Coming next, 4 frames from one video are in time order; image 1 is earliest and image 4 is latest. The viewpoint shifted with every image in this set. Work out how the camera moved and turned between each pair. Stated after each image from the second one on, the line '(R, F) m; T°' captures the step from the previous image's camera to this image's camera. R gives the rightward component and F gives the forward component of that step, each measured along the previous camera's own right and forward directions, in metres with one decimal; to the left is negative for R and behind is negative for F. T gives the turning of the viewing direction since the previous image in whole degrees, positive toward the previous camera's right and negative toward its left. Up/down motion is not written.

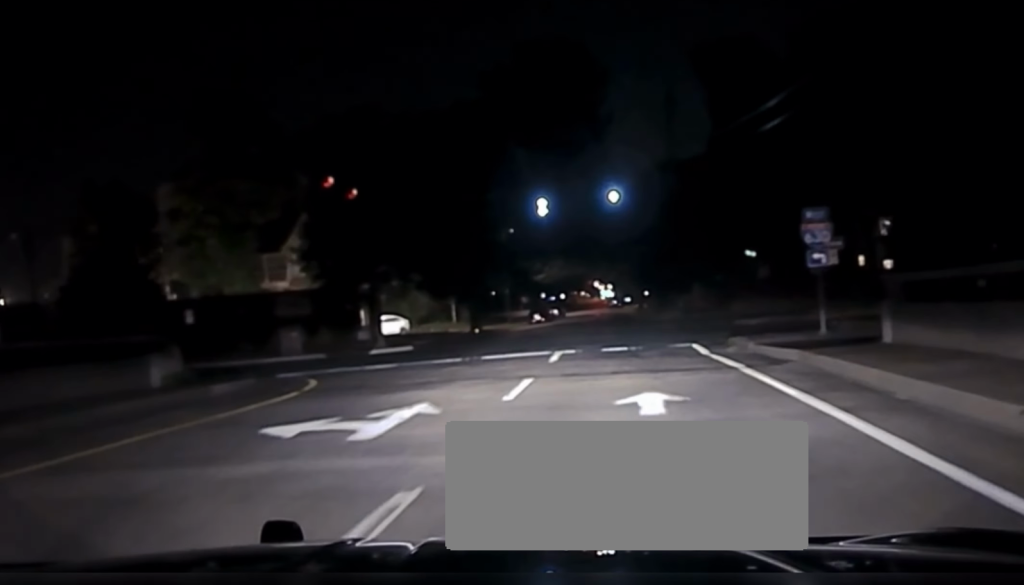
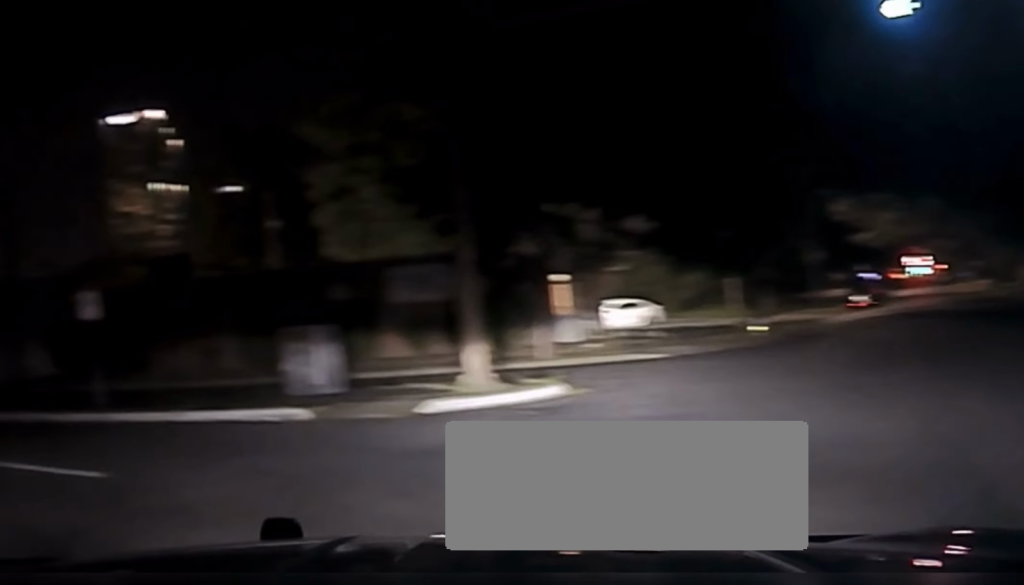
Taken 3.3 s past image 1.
(-3.2, +30.6) m; -34°
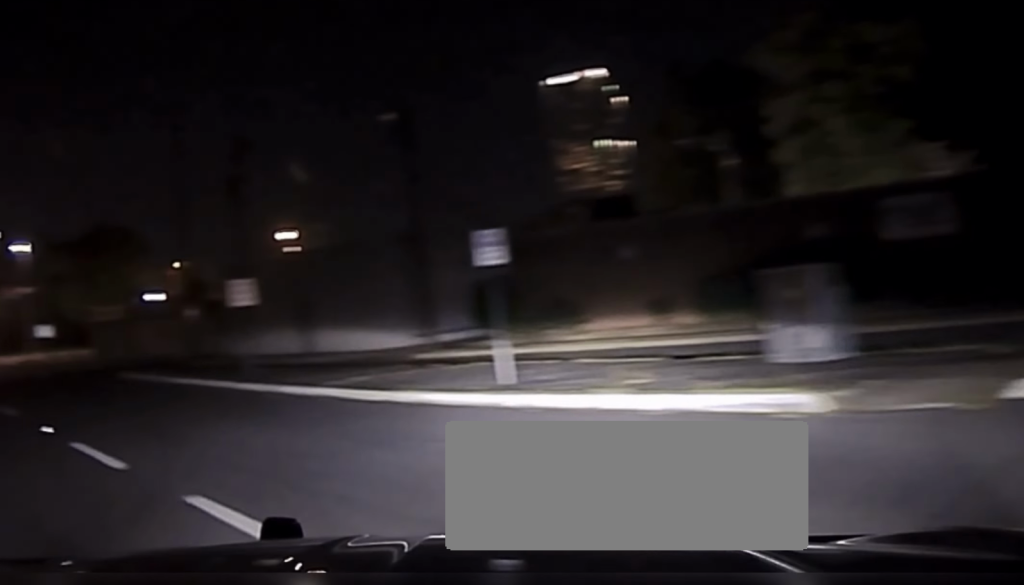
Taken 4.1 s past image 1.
(-1.2, +7.2) m; -17°
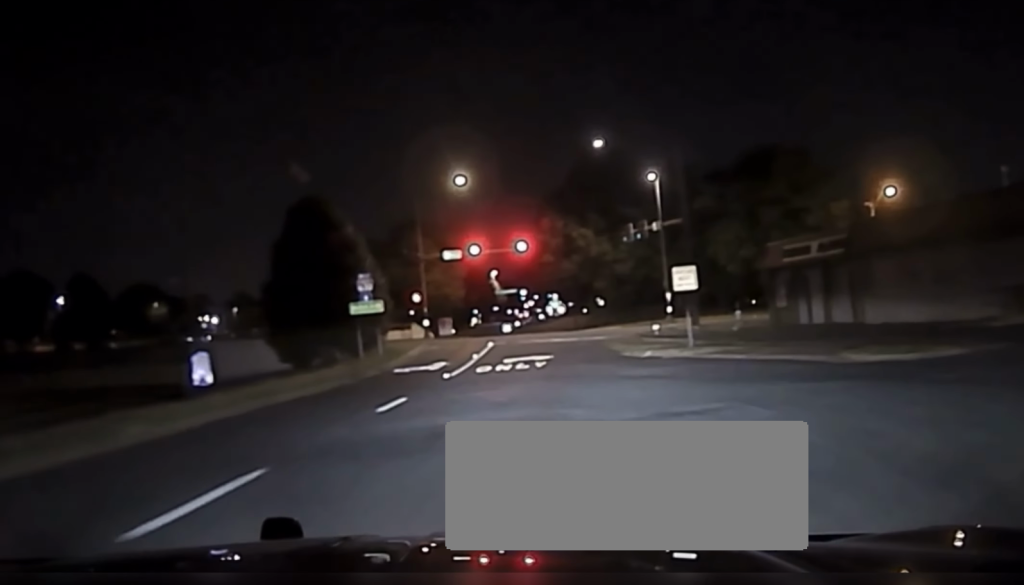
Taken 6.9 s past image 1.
(-14.1, +37.2) m; -27°
